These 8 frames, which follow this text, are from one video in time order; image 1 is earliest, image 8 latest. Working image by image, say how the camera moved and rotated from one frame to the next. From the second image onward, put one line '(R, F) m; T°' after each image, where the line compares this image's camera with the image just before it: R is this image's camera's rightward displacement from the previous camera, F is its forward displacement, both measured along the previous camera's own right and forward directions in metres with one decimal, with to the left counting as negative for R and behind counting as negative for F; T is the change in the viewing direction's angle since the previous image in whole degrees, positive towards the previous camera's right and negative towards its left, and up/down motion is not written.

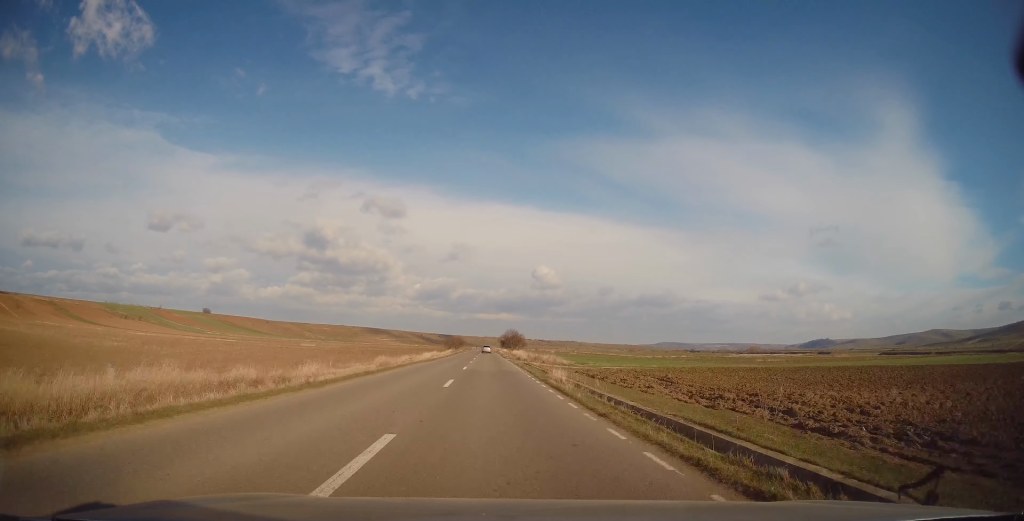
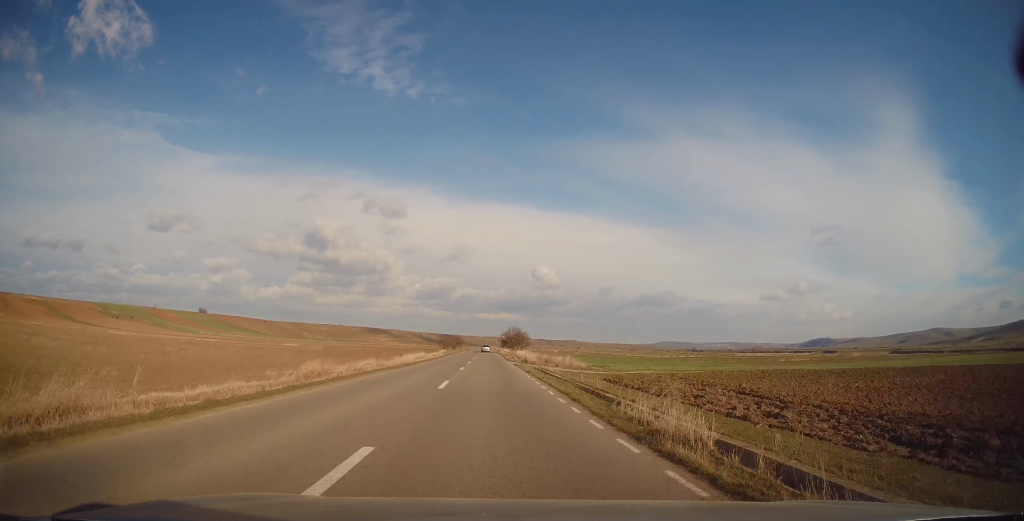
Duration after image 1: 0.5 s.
(-0.2, +12.9) m; 0°
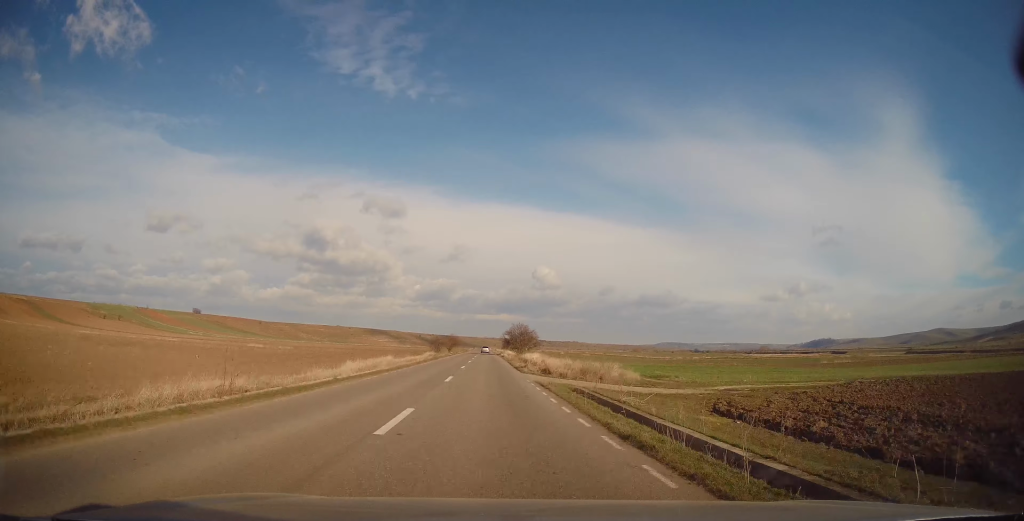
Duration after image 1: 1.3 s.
(+0.3, +19.2) m; +1°
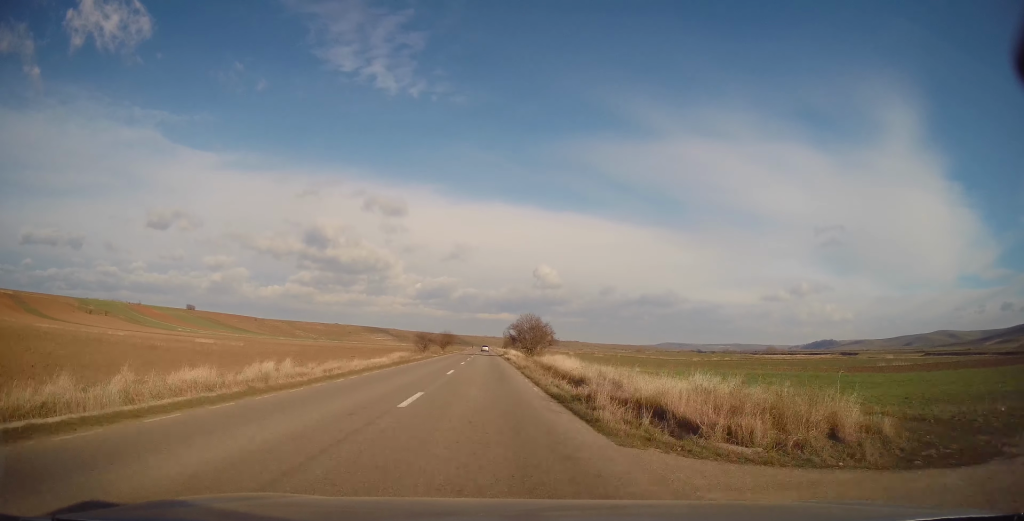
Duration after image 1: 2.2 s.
(0.0, +21.0) m; 0°
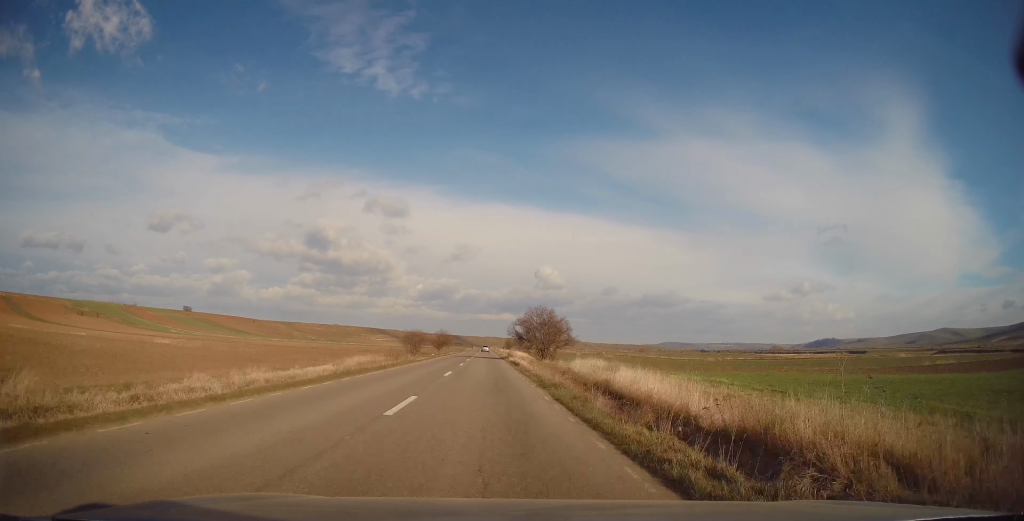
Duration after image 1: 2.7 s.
(0.0, +12.6) m; 0°
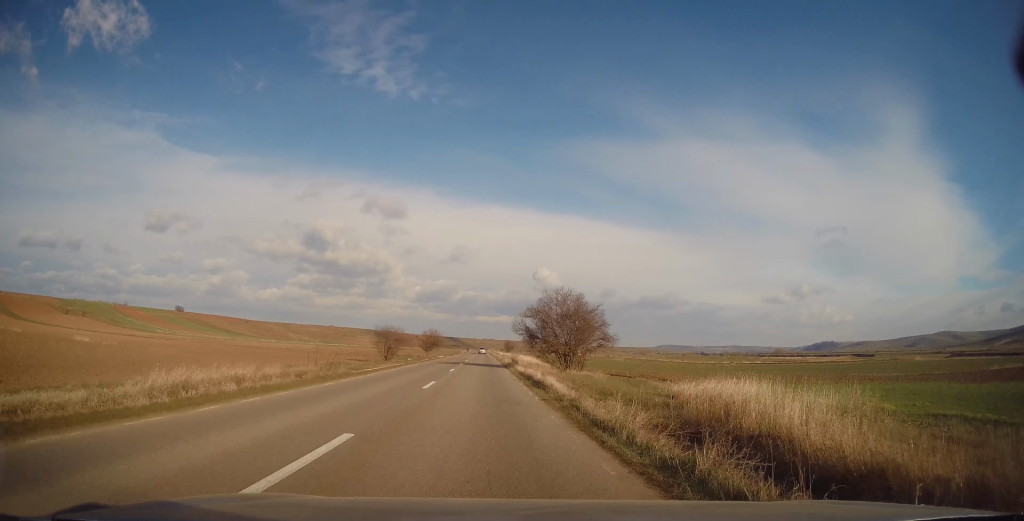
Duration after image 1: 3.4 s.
(0.0, +17.6) m; -1°
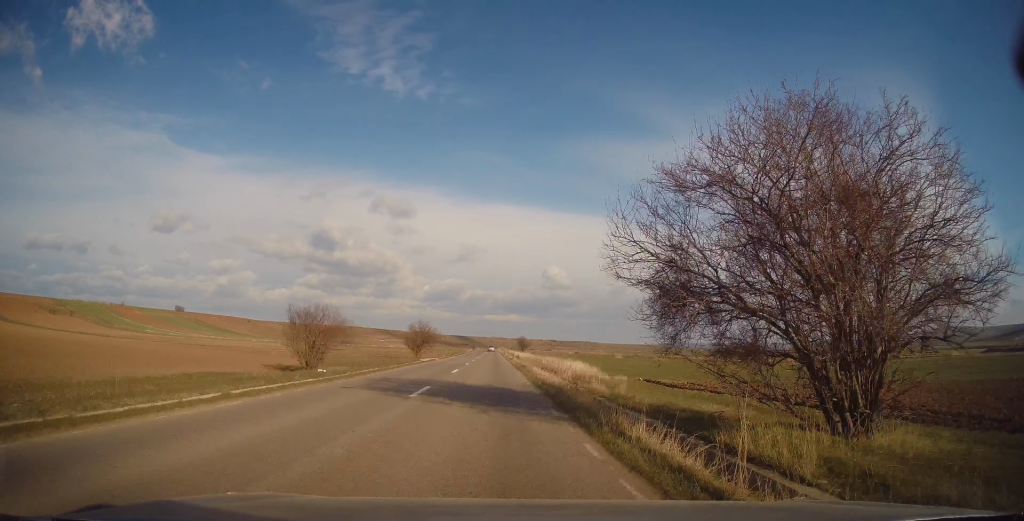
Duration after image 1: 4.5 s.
(-0.3, +27.2) m; -1°
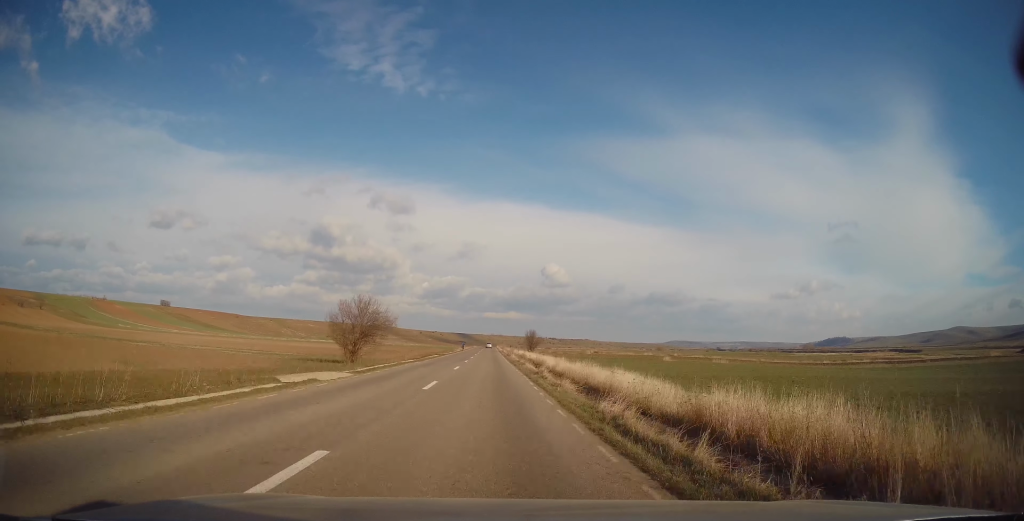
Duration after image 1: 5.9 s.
(-0.1, +33.7) m; 0°
